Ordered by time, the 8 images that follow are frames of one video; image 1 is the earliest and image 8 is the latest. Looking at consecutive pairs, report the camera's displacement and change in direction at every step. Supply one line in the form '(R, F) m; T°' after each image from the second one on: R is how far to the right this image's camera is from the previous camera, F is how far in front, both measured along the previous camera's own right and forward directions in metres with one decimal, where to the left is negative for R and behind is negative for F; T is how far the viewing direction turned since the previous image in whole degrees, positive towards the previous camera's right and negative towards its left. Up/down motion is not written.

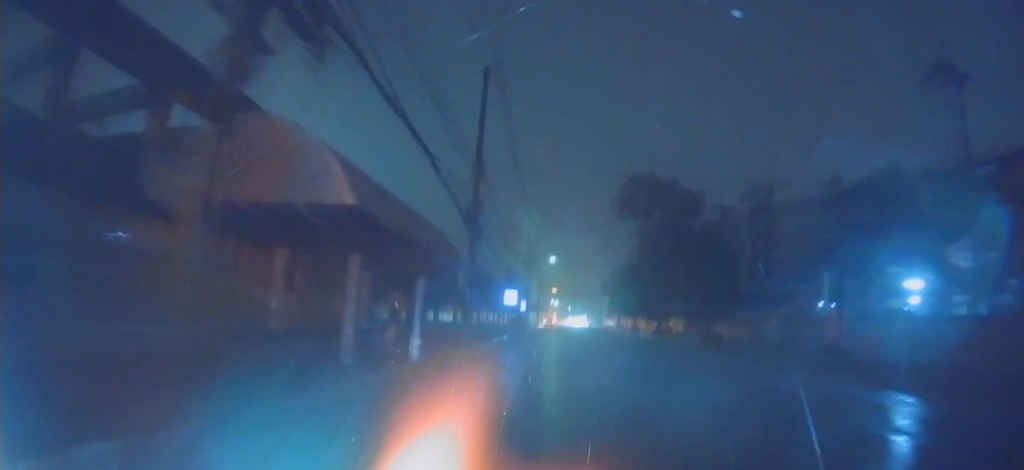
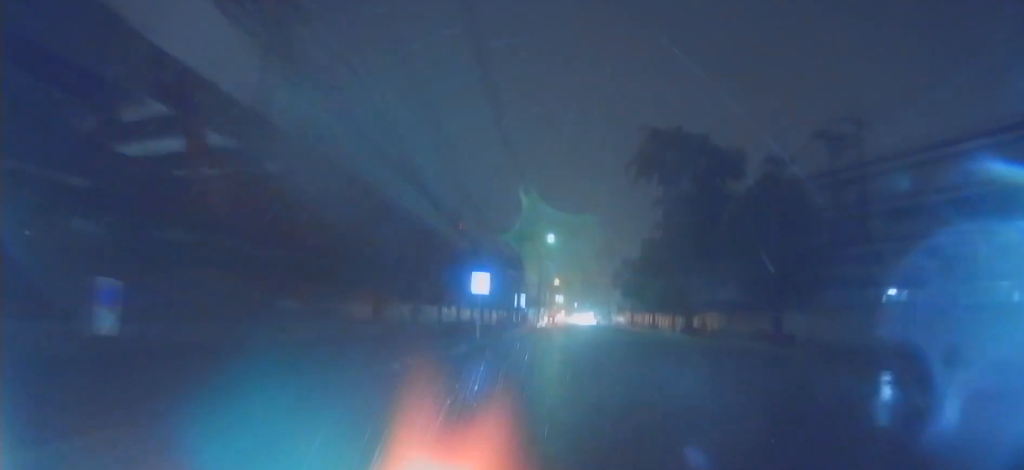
(+0.3, +13.4) m; +2°
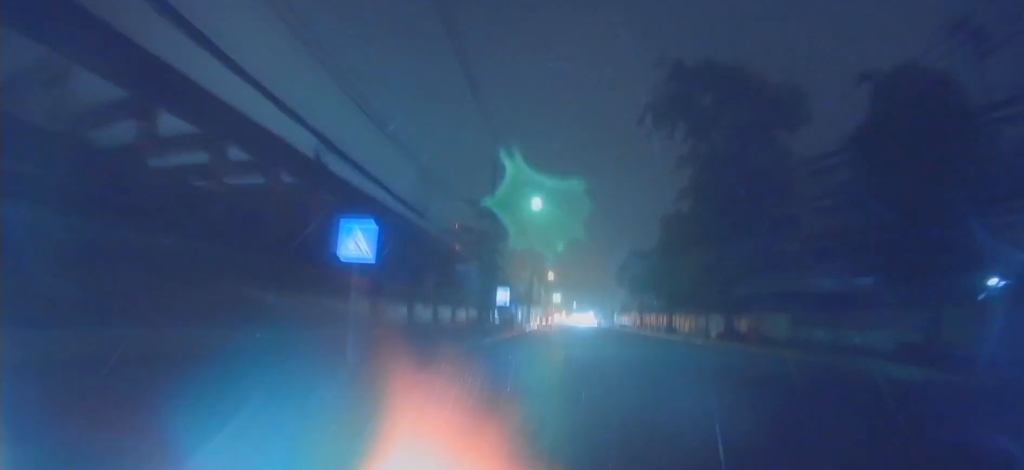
(+0.1, +14.1) m; 0°
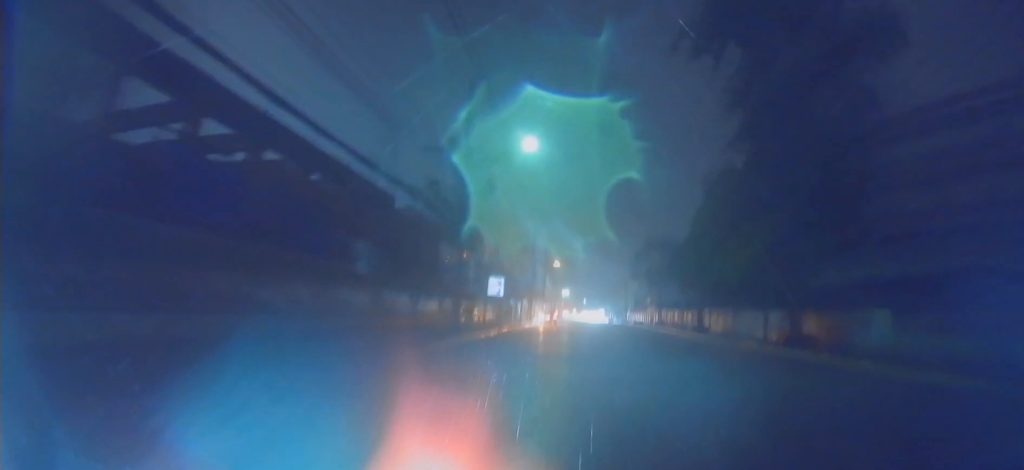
(0.0, +10.2) m; -1°
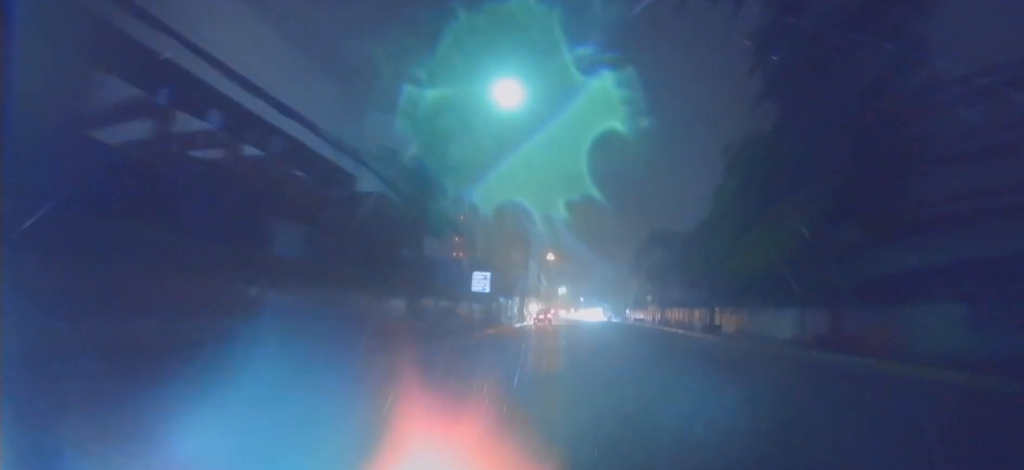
(-0.1, +5.3) m; 0°
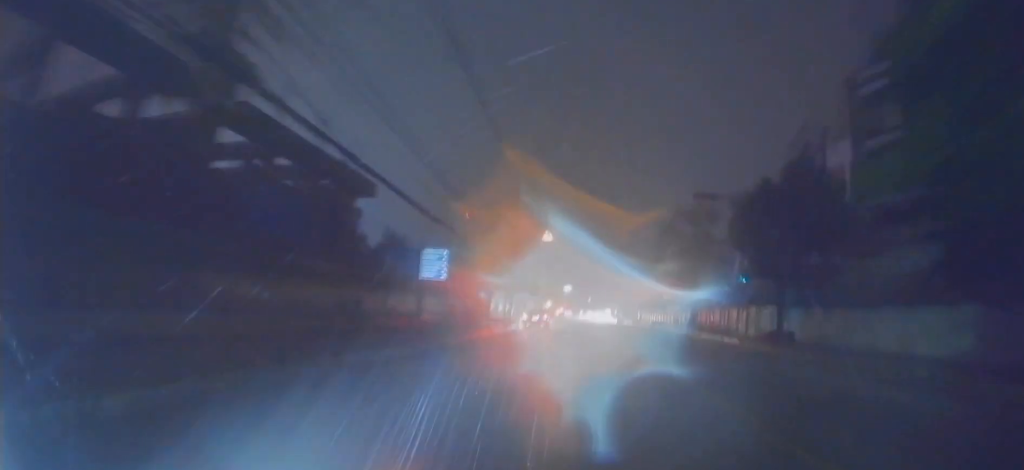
(+0.1, +14.3) m; +1°
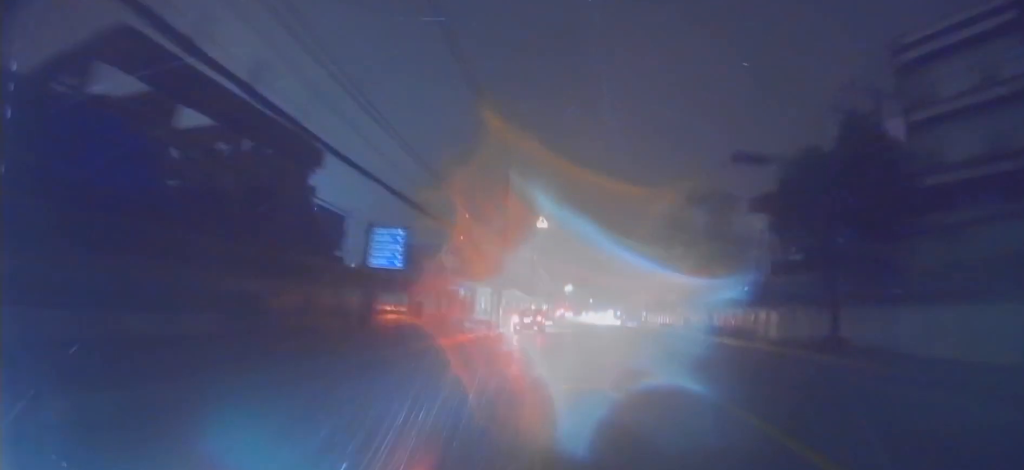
(+0.1, +6.7) m; 0°
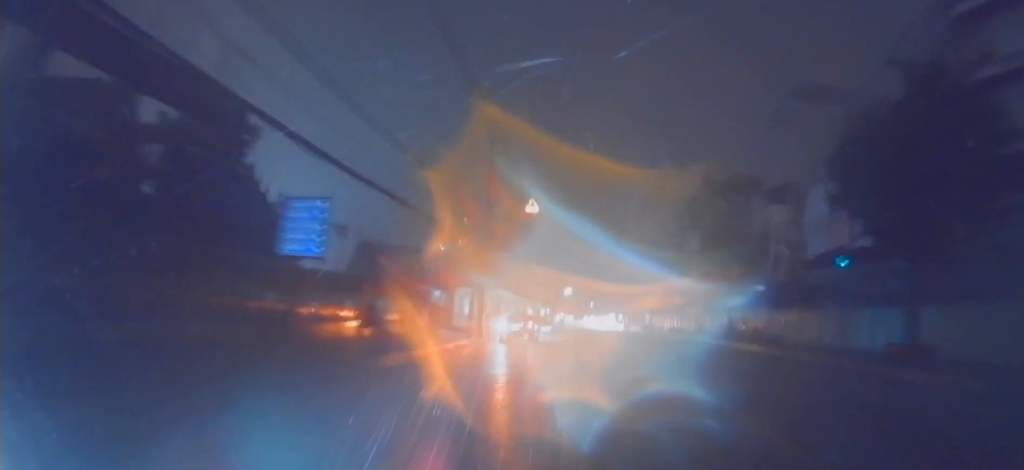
(0.0, +6.2) m; -1°
